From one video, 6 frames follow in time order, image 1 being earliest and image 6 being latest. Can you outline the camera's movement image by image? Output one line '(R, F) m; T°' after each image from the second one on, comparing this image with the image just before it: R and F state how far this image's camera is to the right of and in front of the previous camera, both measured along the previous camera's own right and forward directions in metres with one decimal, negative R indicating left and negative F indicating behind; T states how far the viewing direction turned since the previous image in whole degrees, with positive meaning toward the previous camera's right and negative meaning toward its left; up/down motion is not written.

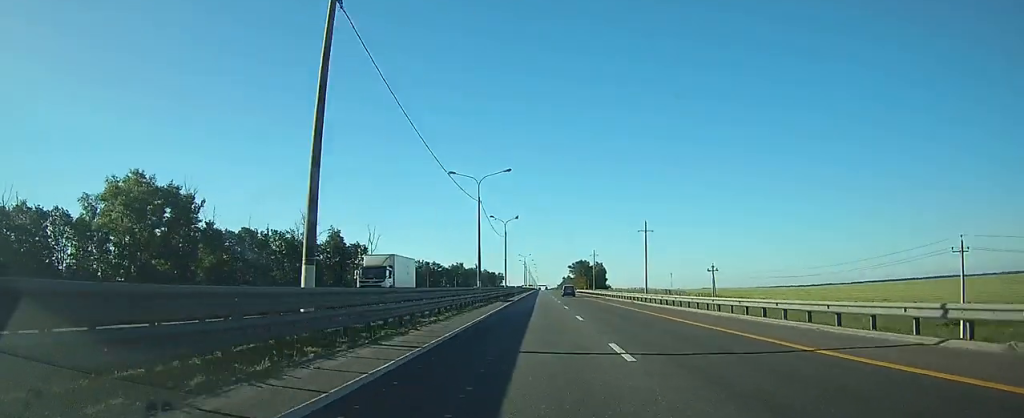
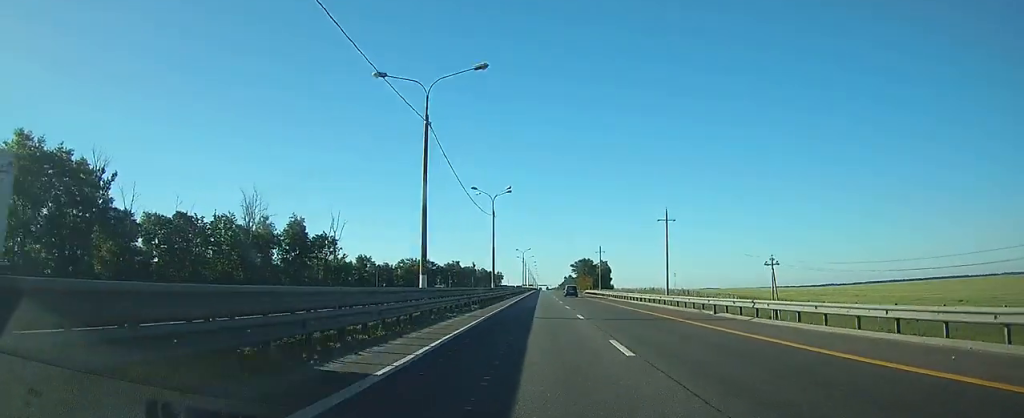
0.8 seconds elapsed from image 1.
(0.0, +22.8) m; 0°
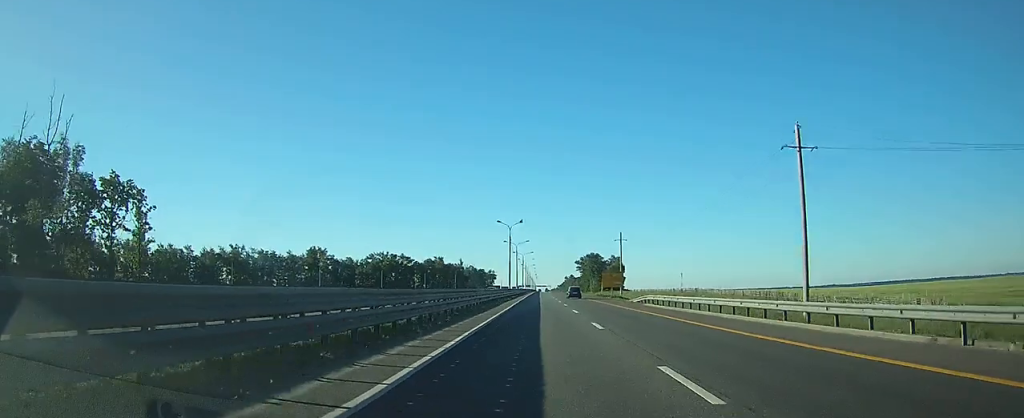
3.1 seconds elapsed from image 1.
(+0.1, +63.7) m; 0°
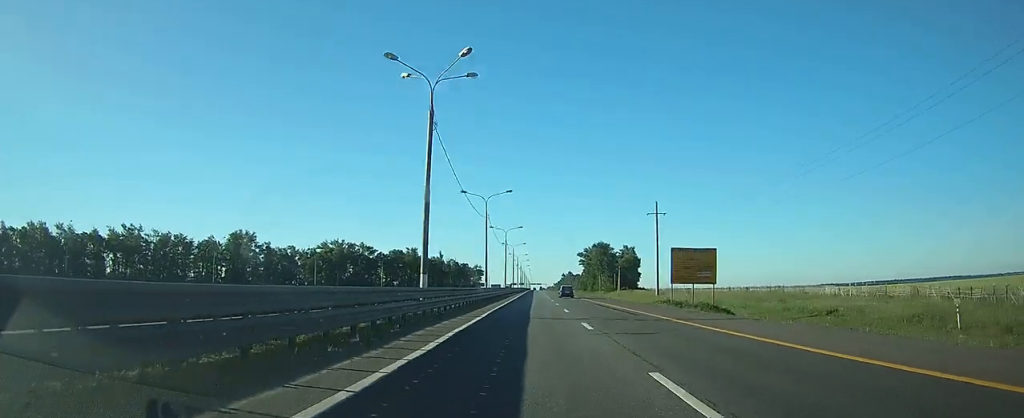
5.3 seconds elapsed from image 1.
(0.0, +60.1) m; 0°
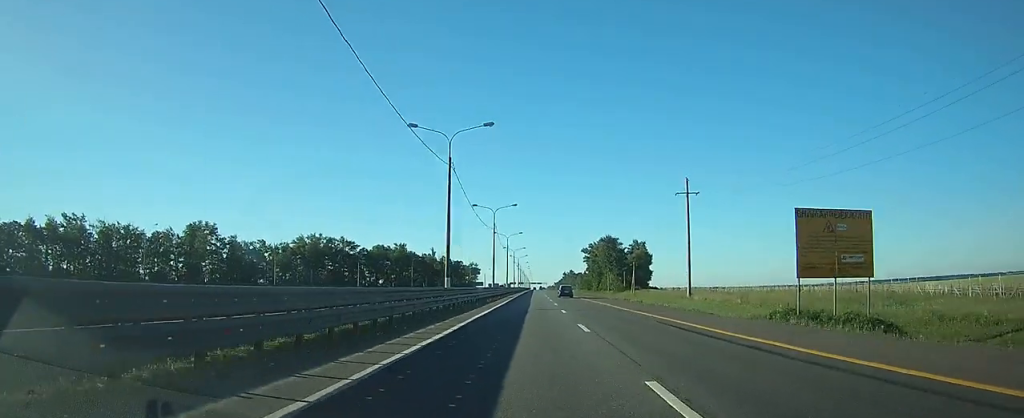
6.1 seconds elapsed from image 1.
(-0.1, +24.6) m; 0°
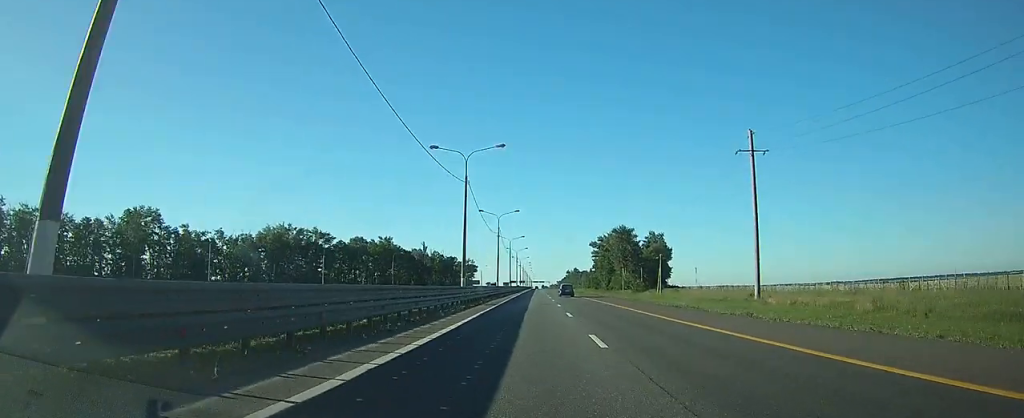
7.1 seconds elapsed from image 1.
(0.0, +28.6) m; 0°
